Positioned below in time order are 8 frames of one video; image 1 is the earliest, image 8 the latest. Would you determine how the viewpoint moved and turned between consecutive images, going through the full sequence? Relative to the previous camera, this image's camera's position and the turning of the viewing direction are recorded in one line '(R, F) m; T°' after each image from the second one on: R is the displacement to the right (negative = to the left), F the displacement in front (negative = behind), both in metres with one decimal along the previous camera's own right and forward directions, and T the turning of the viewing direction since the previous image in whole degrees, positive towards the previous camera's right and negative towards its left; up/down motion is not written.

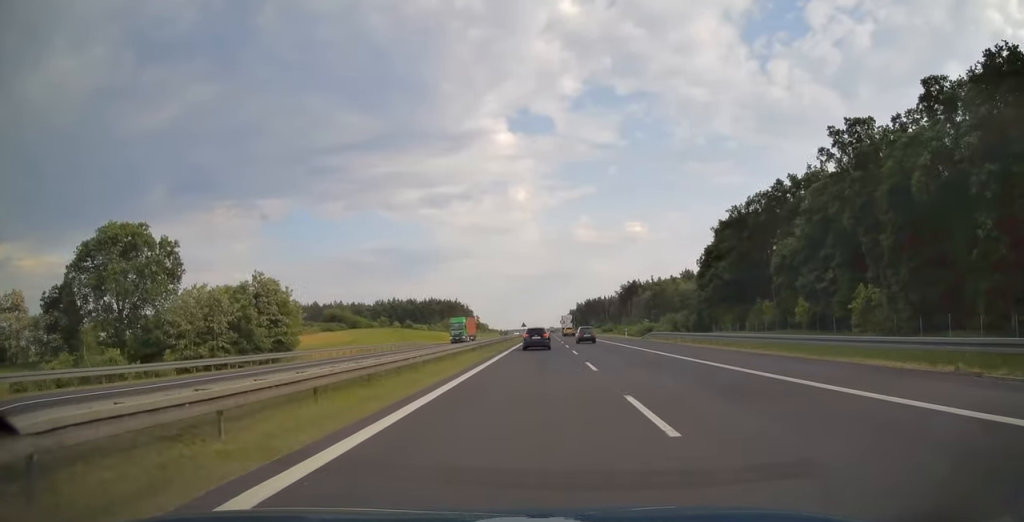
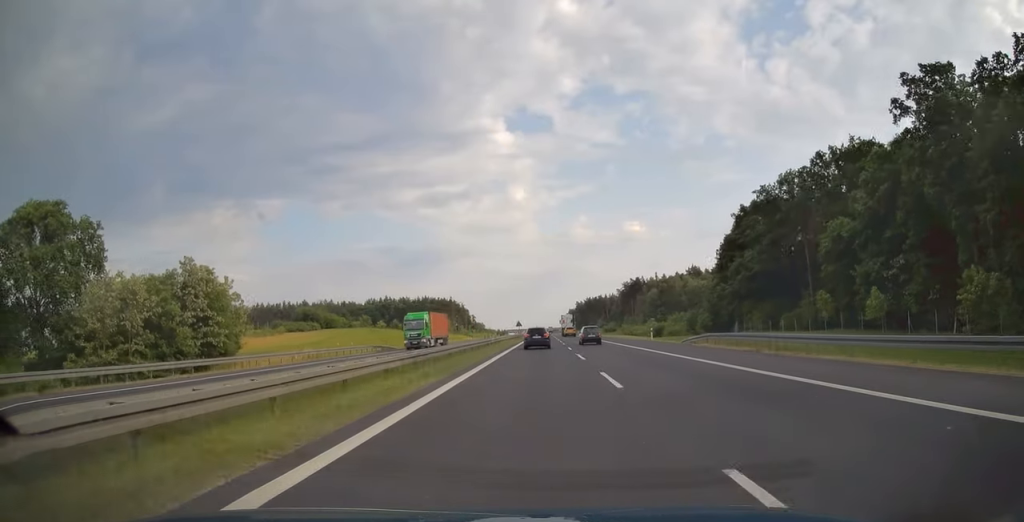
(0.0, +18.2) m; 0°
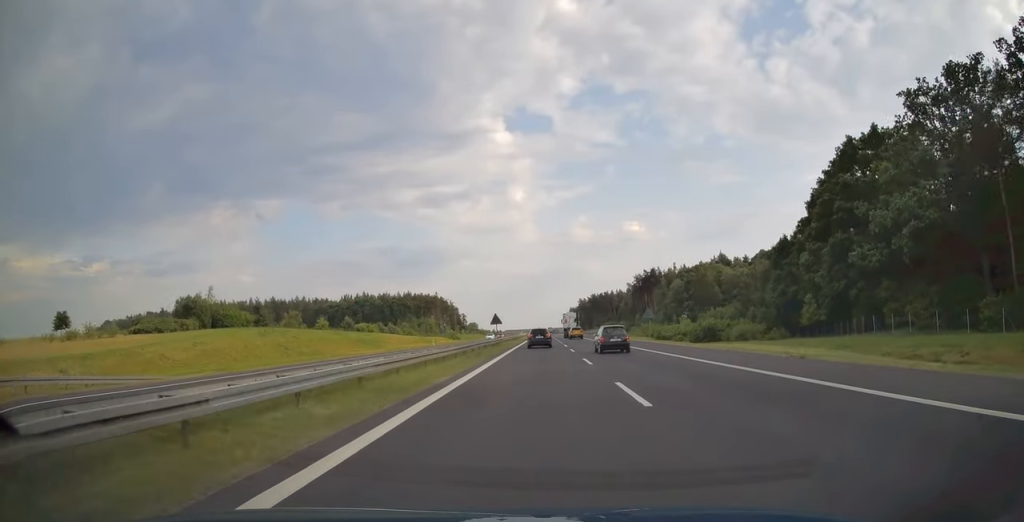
(+0.3, +50.8) m; 0°
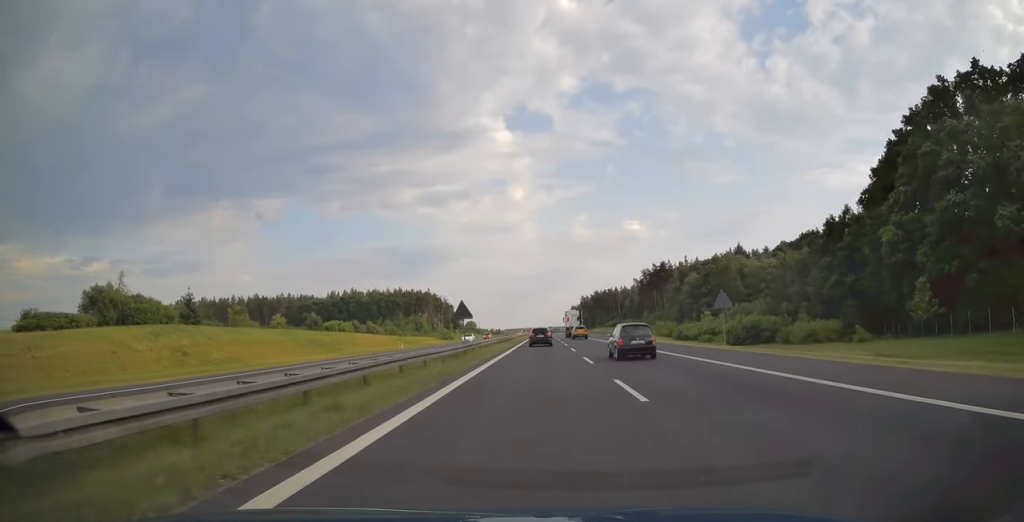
(0.0, +23.6) m; 0°
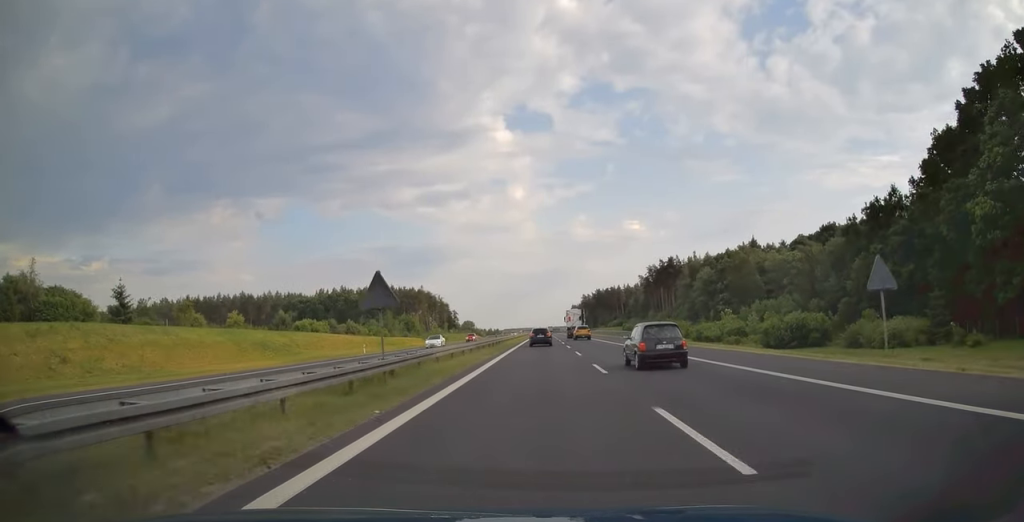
(0.0, +17.0) m; 0°
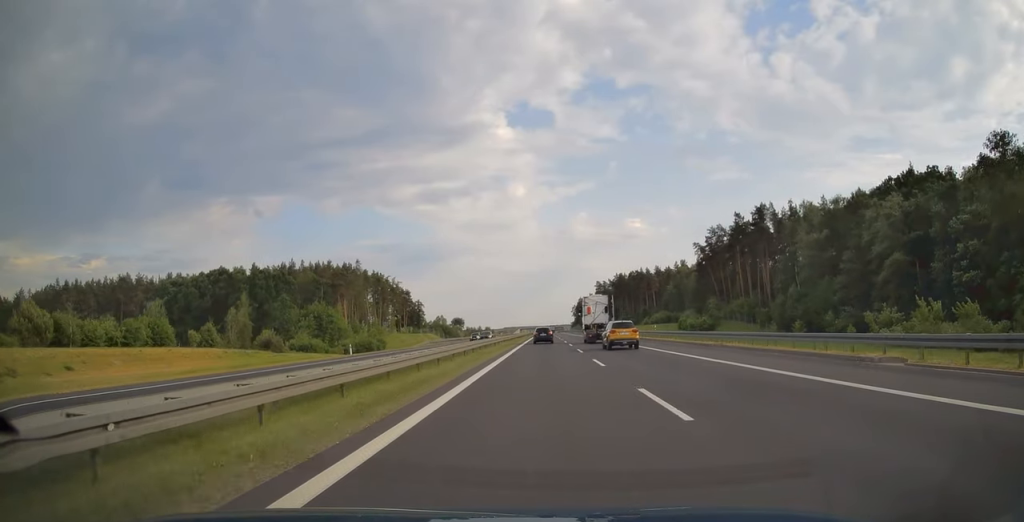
(0.0, +104.7) m; 0°
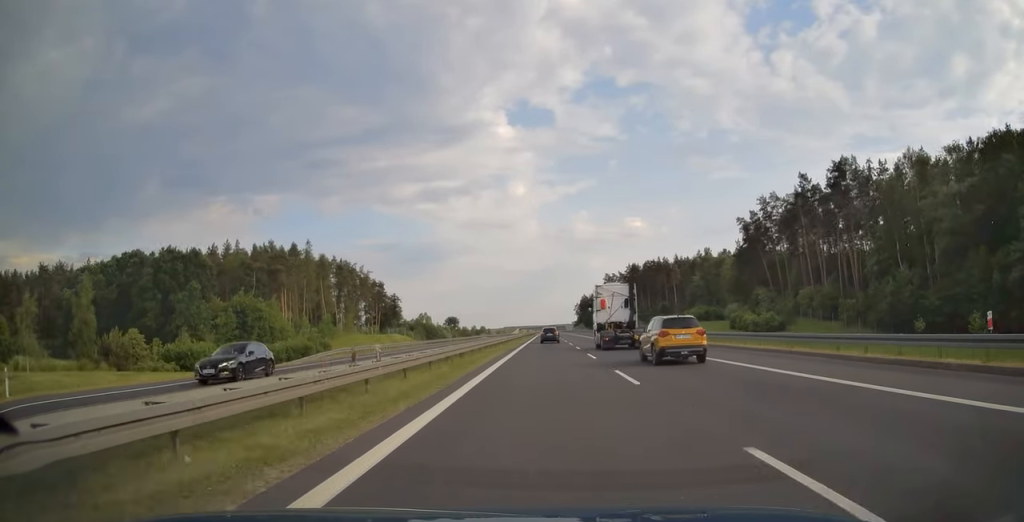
(0.0, +42.4) m; 0°
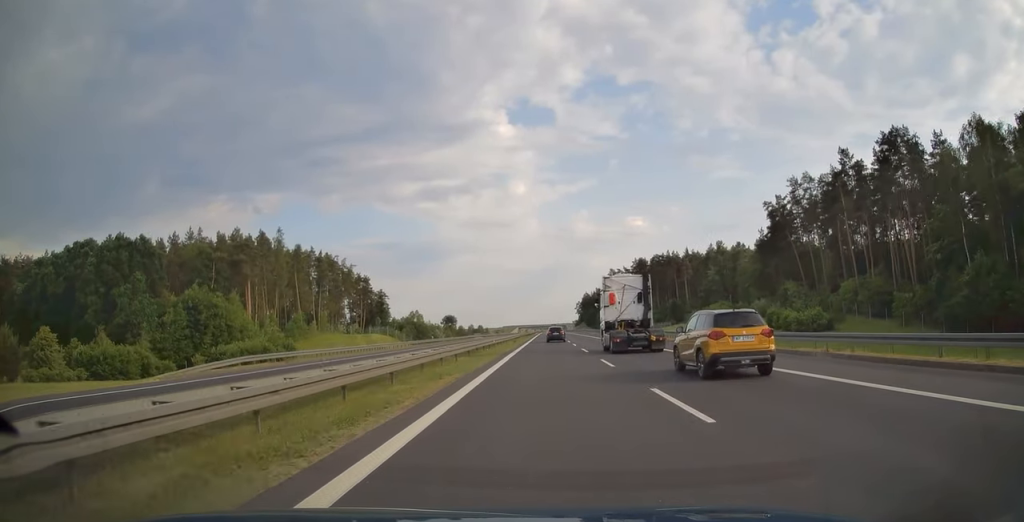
(0.0, +17.8) m; 0°
